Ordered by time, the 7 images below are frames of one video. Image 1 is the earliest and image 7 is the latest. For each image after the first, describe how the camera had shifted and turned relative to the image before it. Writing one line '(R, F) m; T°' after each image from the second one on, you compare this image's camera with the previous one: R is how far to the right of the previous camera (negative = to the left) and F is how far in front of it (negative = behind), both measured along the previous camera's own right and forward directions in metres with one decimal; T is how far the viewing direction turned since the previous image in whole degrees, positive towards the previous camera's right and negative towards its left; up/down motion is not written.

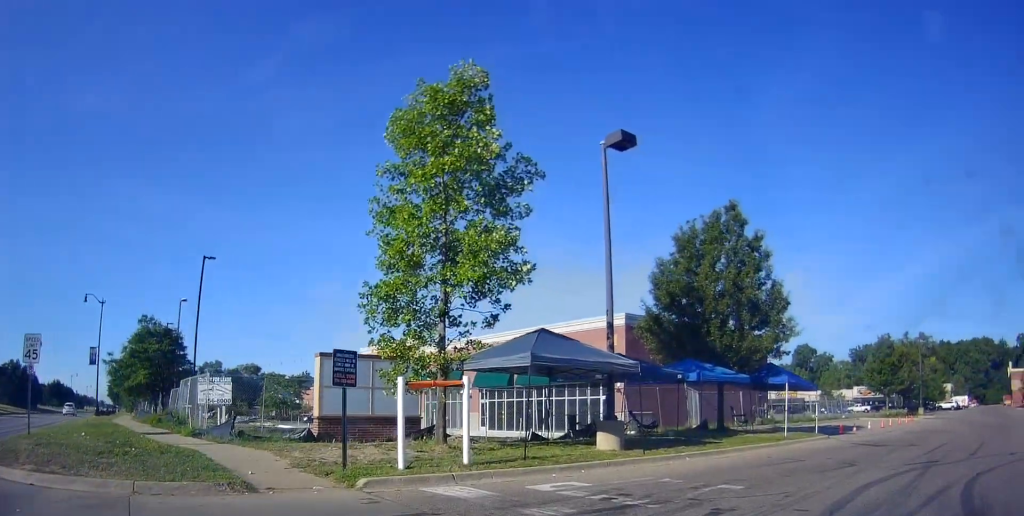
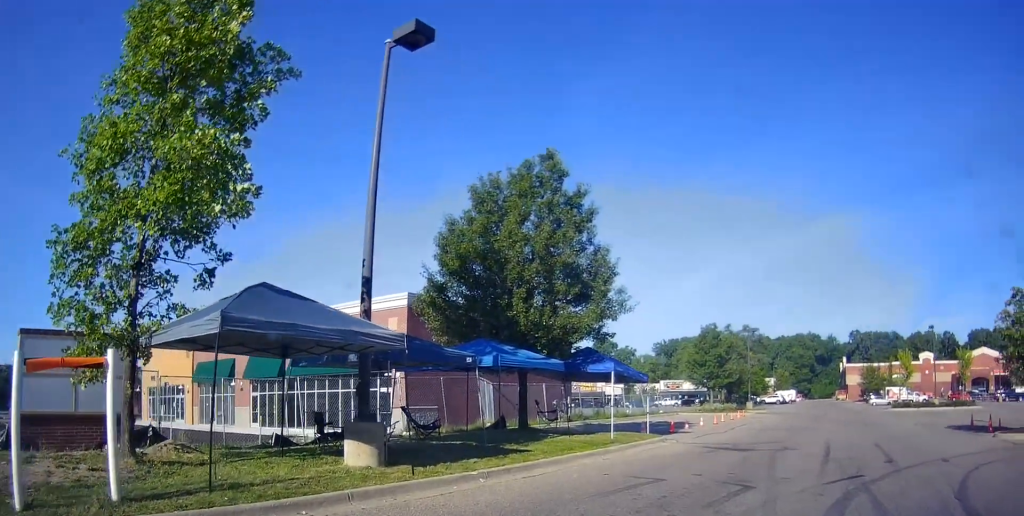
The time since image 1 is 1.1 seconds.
(+0.4, +4.6) m; +20°
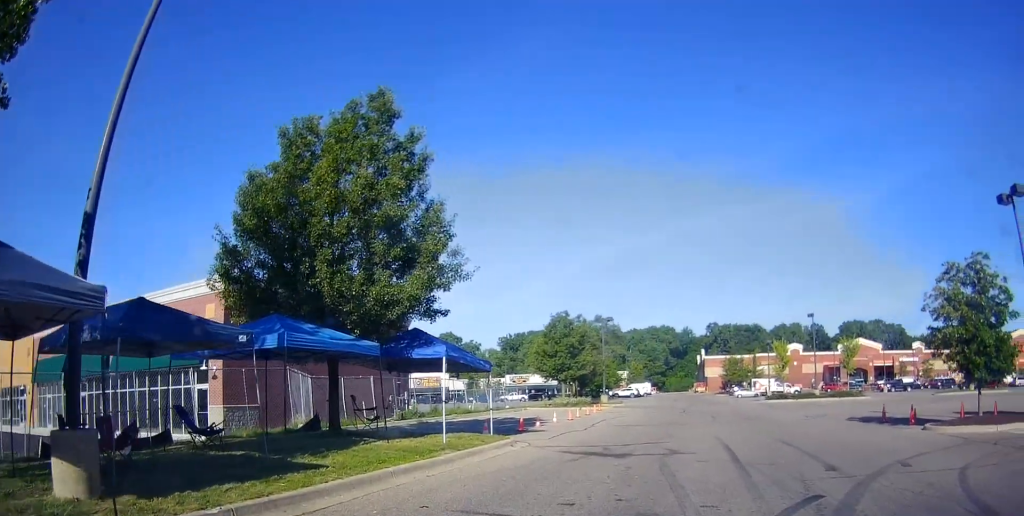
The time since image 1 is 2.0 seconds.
(+0.6, +3.2) m; +26°
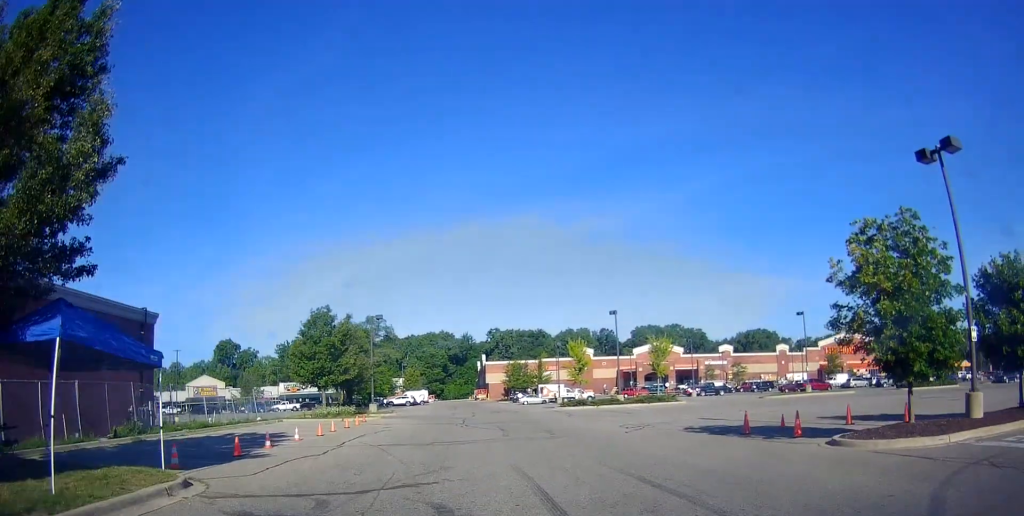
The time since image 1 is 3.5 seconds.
(+1.6, +5.8) m; +19°
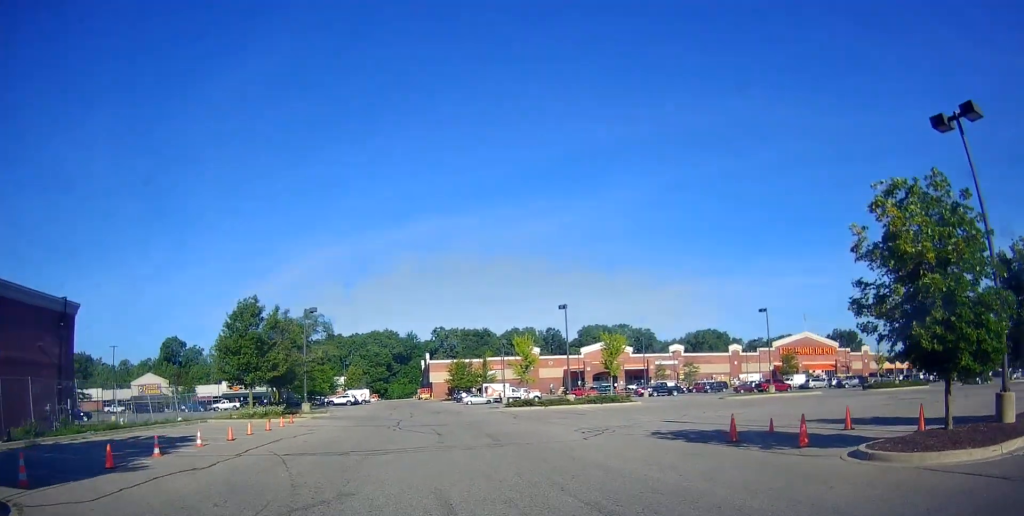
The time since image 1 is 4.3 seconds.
(+0.2, +3.3) m; +5°
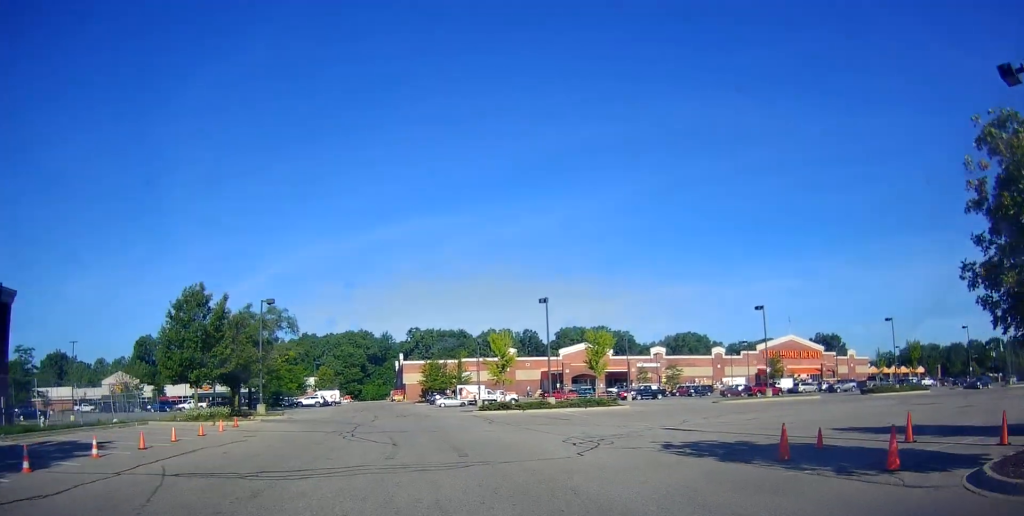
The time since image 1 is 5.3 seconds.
(+0.3, +4.3) m; +7°
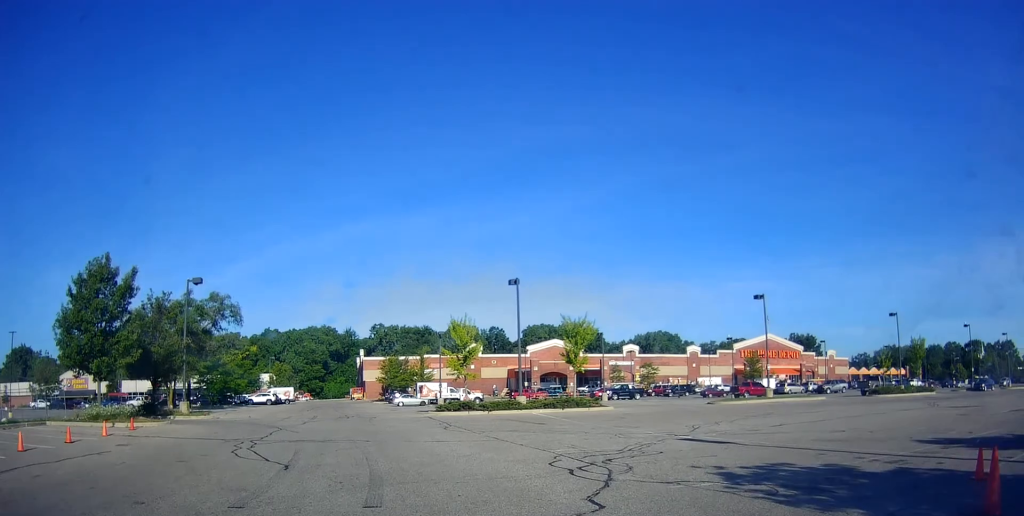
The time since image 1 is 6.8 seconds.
(+0.7, +6.4) m; +3°
